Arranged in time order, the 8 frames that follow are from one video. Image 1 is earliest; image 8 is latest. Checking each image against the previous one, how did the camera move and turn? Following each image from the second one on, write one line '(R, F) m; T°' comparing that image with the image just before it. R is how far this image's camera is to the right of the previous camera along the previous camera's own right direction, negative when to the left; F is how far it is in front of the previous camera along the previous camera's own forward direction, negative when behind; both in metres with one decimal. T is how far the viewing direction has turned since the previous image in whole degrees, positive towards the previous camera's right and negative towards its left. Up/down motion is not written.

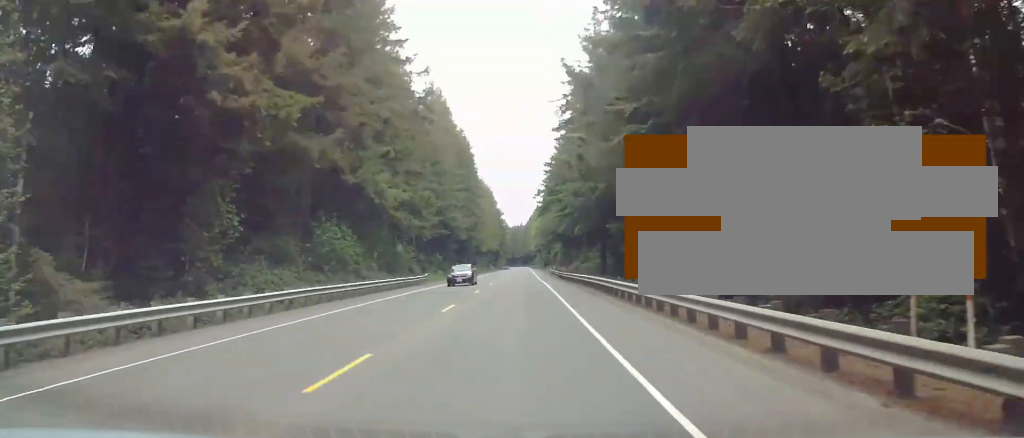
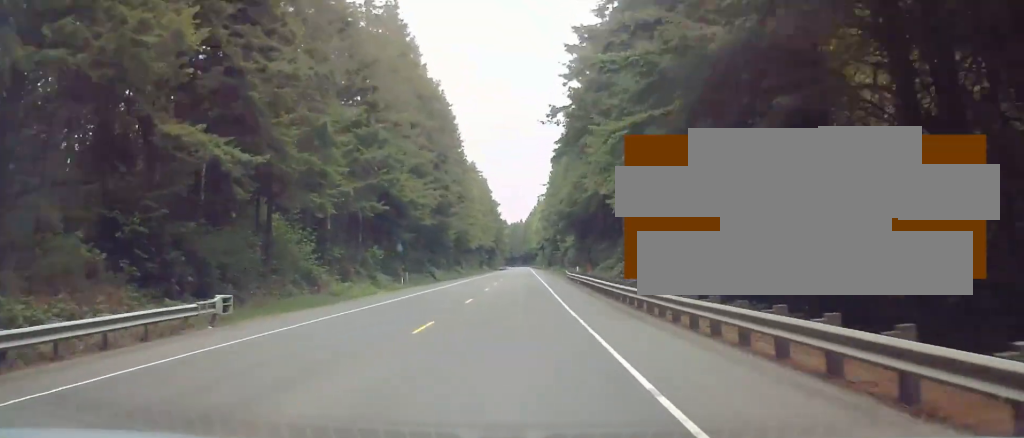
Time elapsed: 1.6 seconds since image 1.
(0.0, +41.4) m; 0°
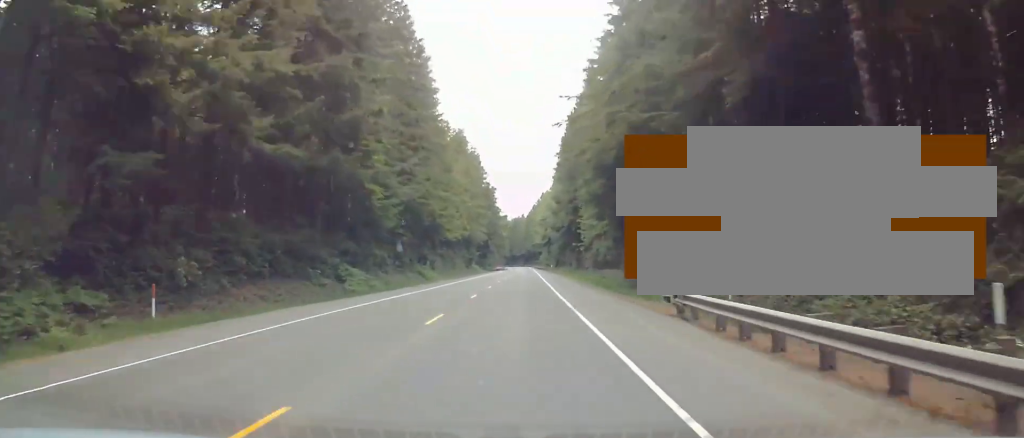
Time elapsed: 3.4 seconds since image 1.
(0.0, +46.9) m; 0°
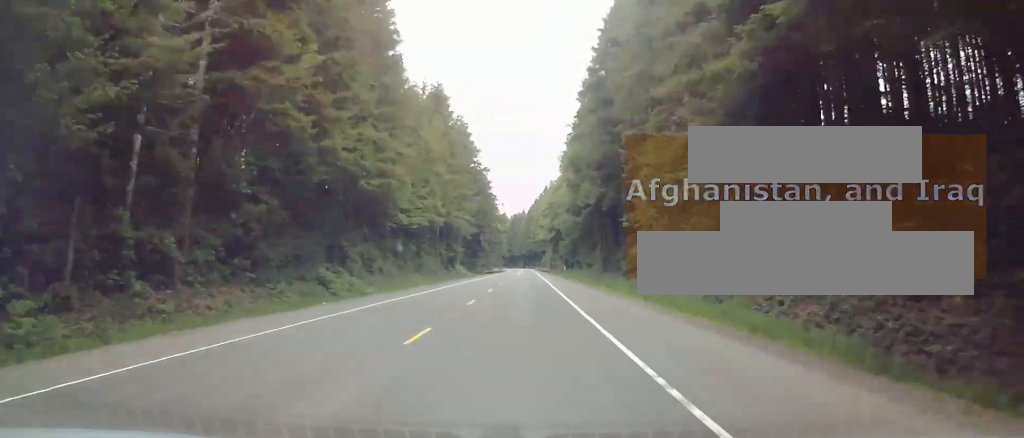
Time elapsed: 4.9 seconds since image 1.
(0.0, +40.1) m; 0°
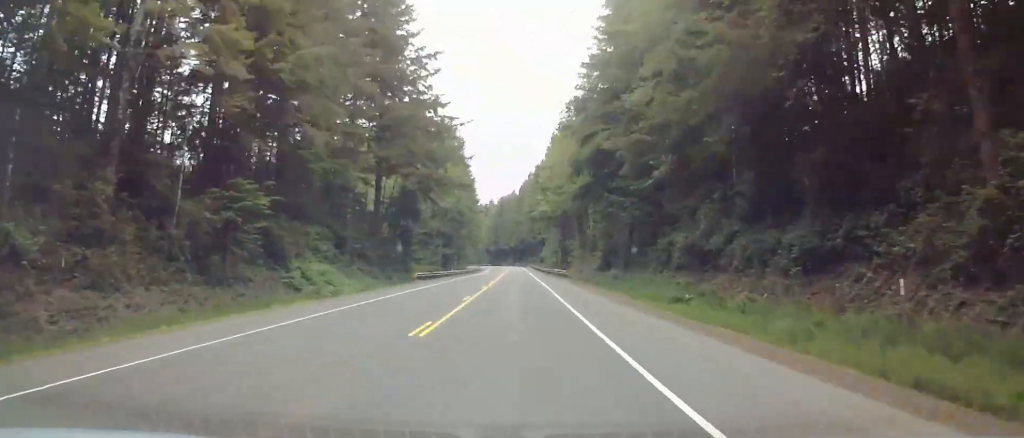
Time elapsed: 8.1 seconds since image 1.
(+0.5, +82.8) m; 0°
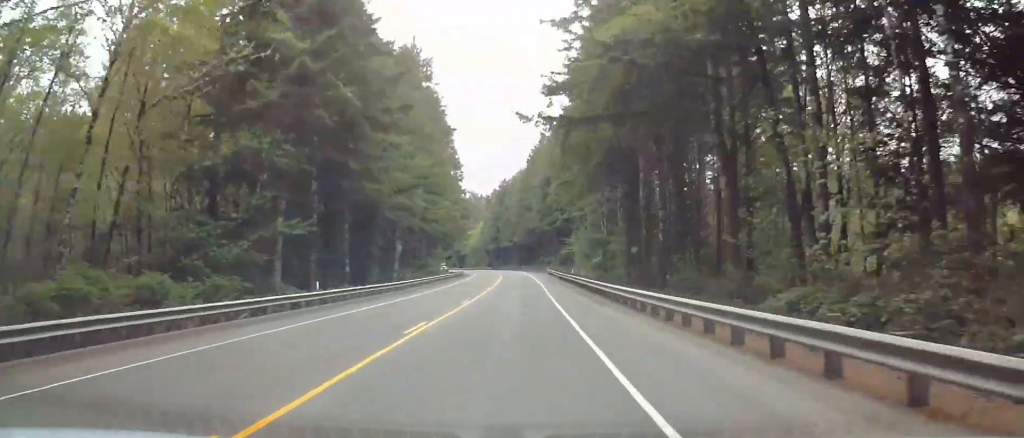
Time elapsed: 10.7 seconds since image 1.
(+0.1, +69.9) m; 0°
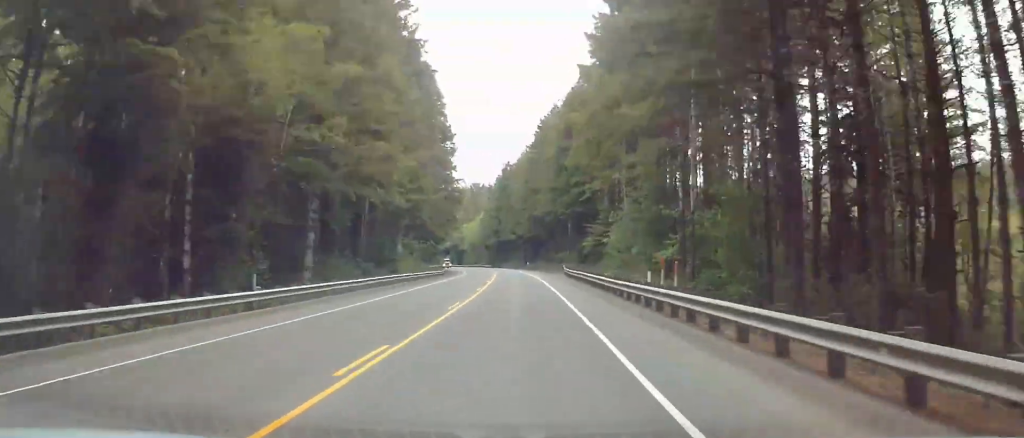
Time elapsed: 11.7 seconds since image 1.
(-0.1, +29.0) m; 0°
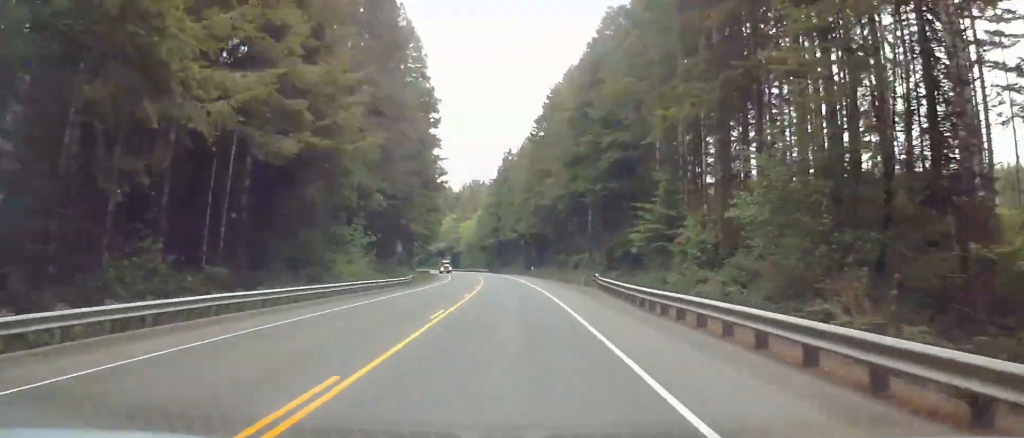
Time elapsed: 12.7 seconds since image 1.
(0.0, +27.3) m; 0°
